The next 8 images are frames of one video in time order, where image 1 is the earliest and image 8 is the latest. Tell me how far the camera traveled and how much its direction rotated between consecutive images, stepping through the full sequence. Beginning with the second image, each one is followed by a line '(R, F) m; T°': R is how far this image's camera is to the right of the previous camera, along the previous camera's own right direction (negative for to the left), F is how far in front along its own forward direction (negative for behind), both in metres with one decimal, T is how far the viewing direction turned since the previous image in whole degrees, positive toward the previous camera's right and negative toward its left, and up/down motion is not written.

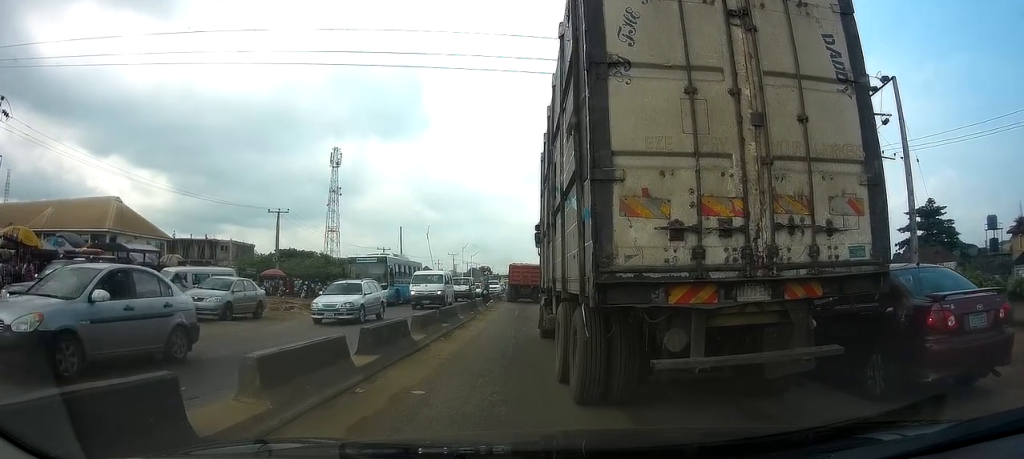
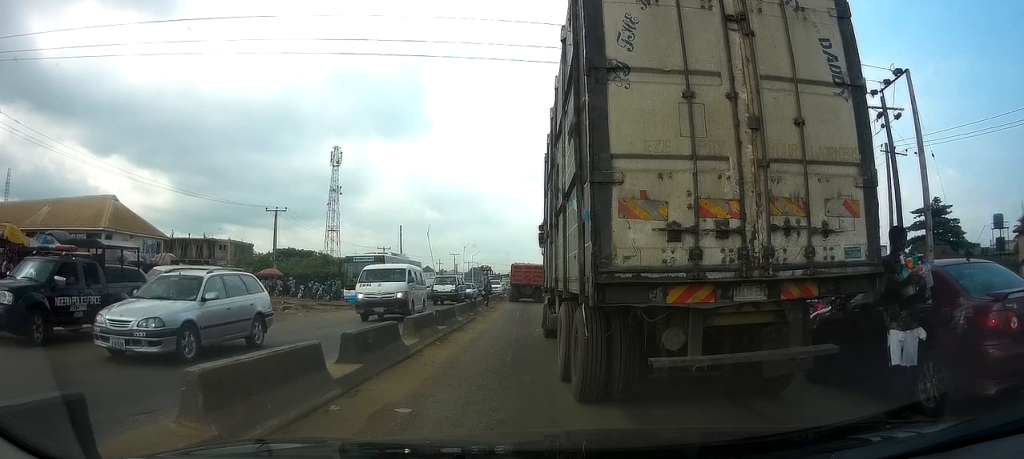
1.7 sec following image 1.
(-0.2, +1.0) m; 0°
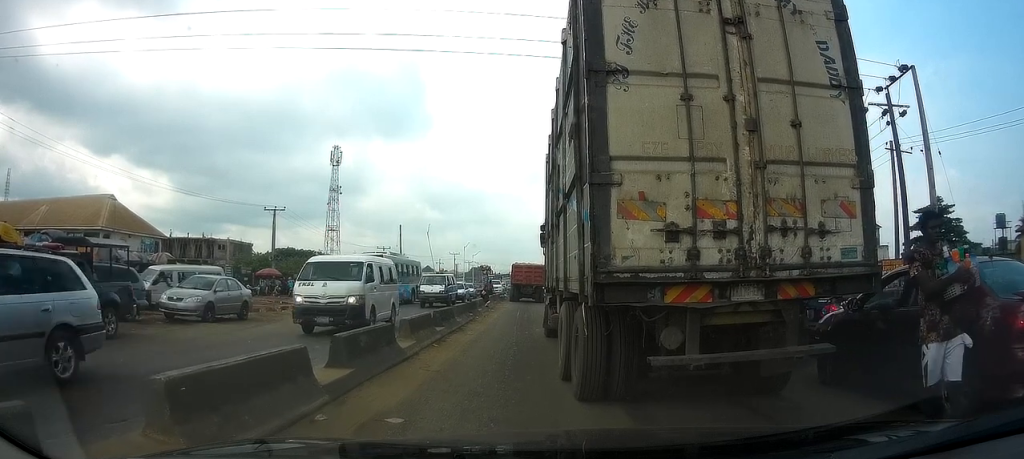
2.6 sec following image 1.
(-0.1, +0.4) m; 0°
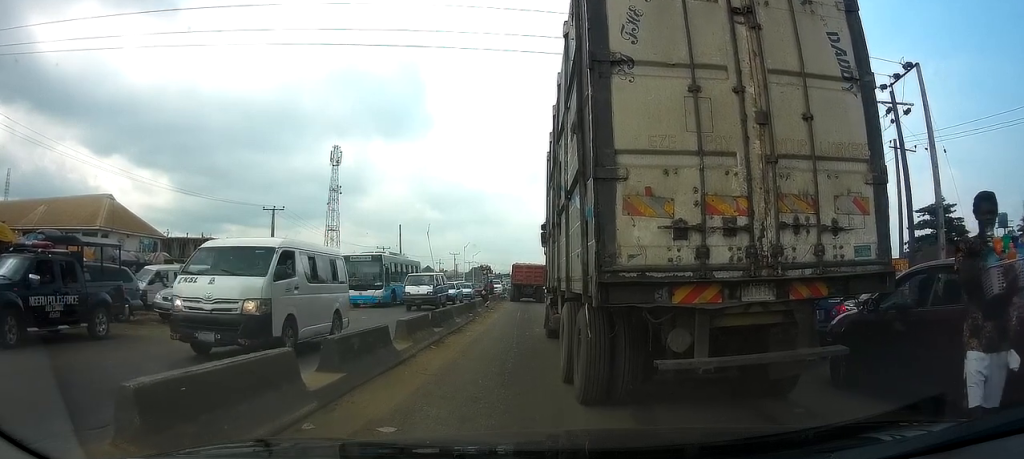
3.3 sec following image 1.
(0.0, +0.2) m; 0°
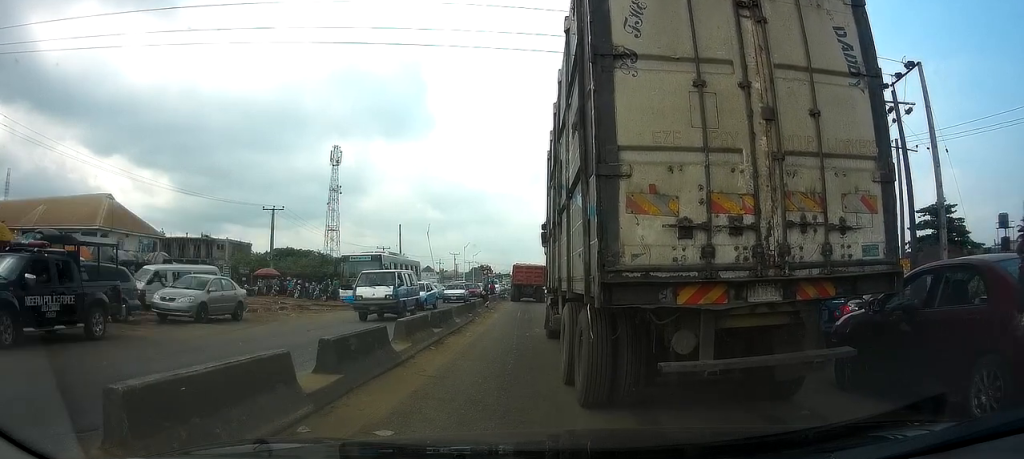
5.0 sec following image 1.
(-0.1, +0.2) m; 0°
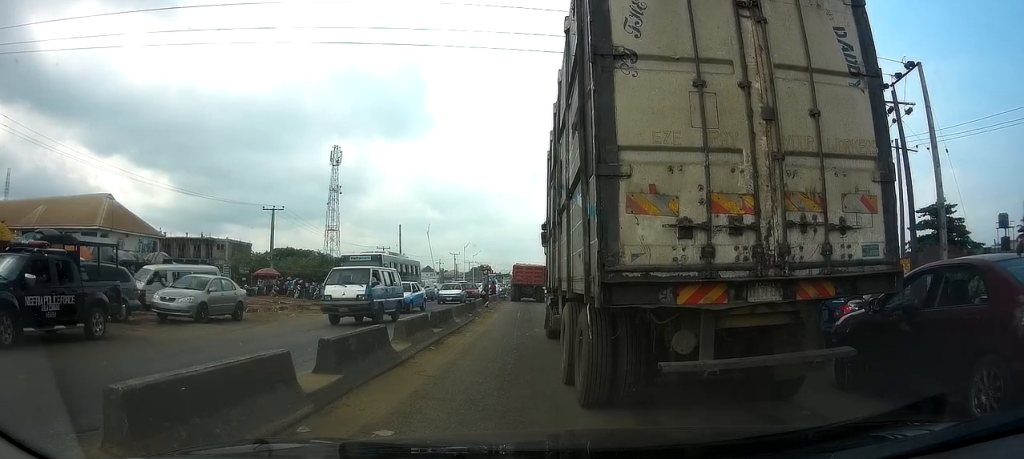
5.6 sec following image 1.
(0.0, 0.0) m; 0°
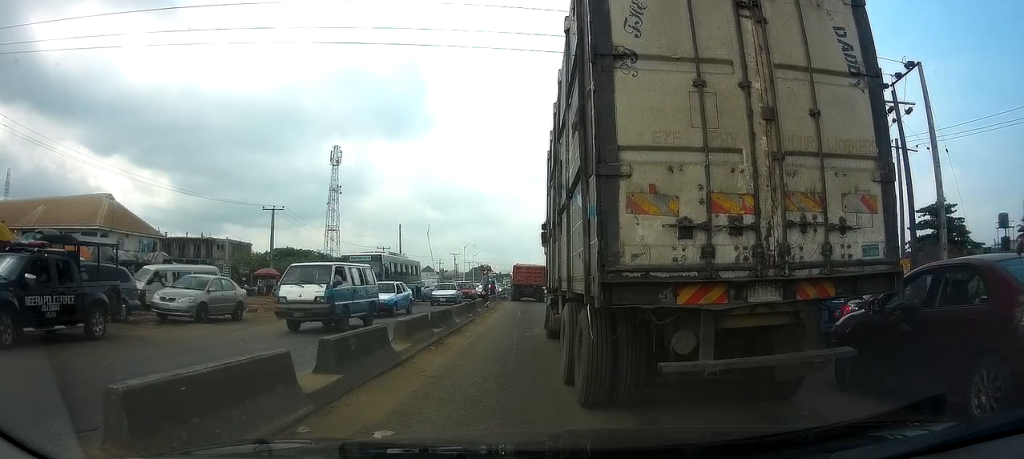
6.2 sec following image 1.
(0.0, 0.0) m; 0°
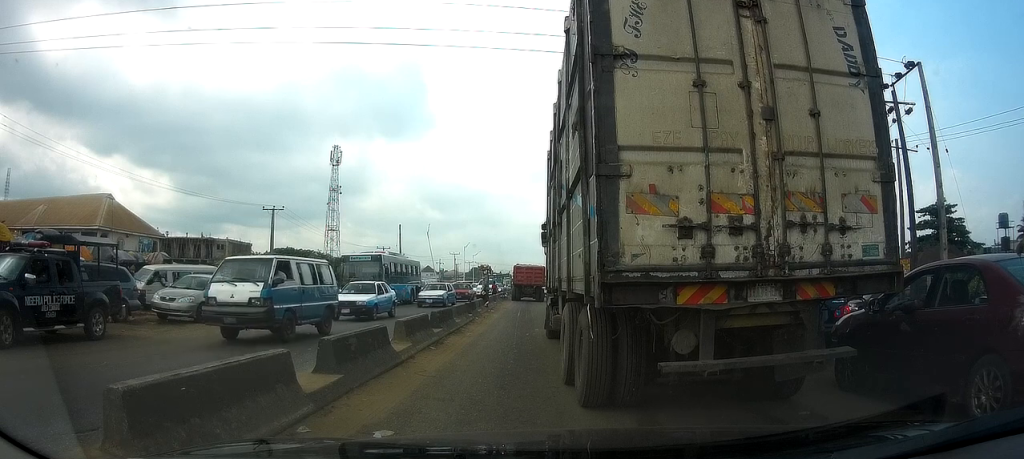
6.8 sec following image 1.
(0.0, 0.0) m; 0°
